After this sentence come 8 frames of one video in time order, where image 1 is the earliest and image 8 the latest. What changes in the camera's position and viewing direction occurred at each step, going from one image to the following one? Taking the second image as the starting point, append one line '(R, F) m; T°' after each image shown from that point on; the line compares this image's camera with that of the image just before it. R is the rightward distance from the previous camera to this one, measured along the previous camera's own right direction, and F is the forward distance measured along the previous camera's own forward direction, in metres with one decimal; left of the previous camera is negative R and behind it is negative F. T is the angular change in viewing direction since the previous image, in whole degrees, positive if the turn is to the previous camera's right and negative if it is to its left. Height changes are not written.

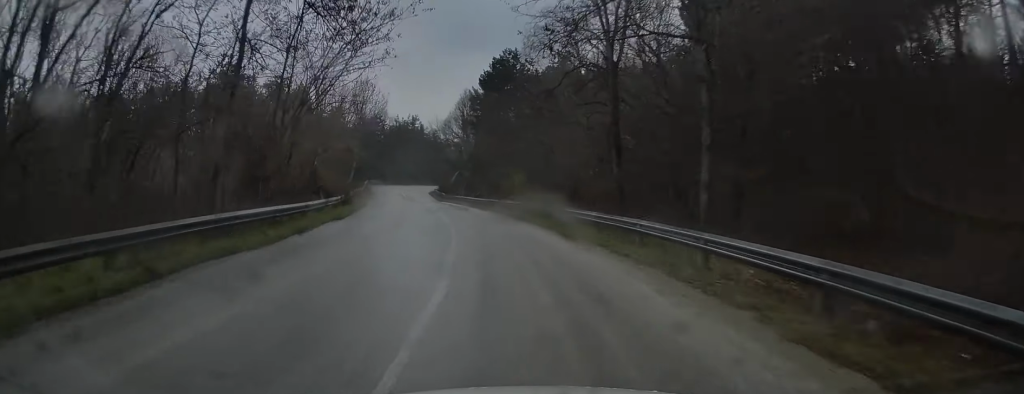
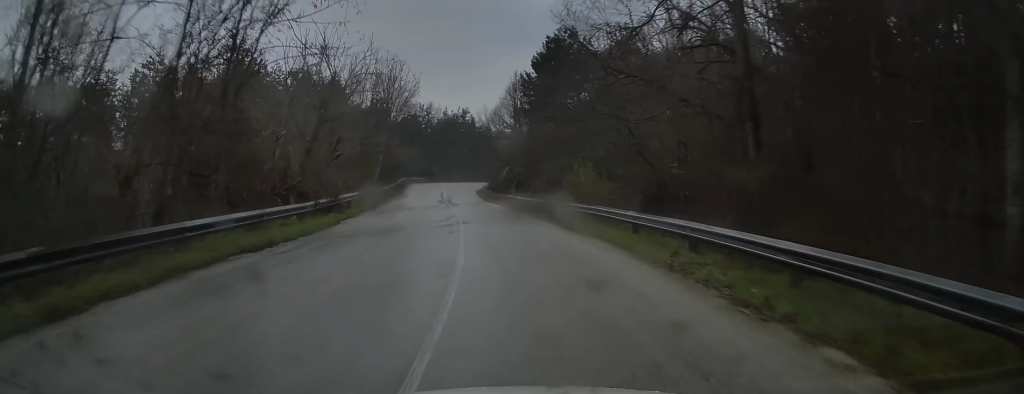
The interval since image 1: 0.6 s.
(-0.4, +9.8) m; -4°
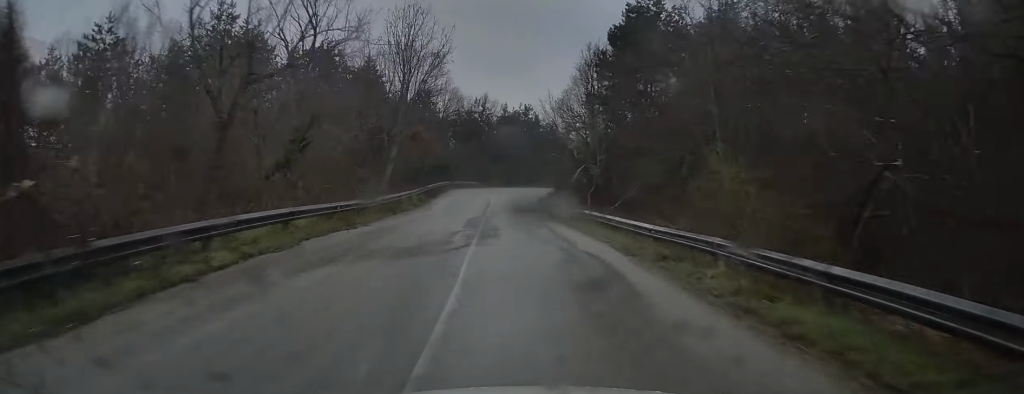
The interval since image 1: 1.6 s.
(-0.9, +15.4) m; -6°
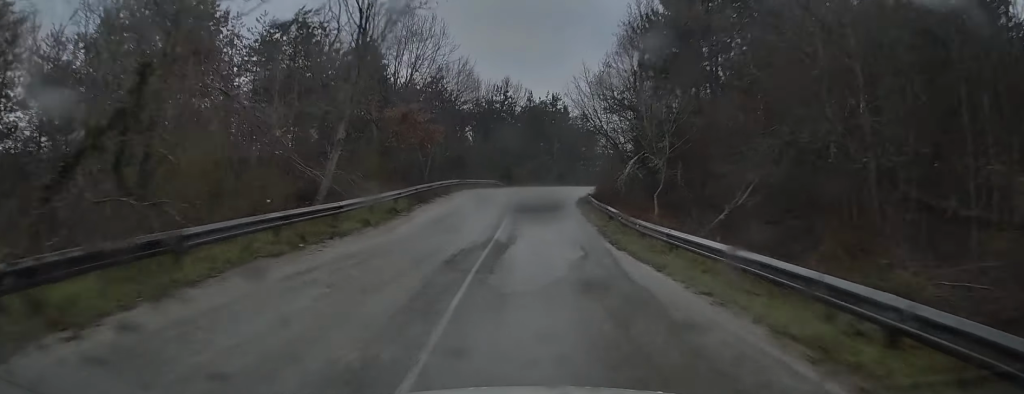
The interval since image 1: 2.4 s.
(-0.5, +13.5) m; -4°
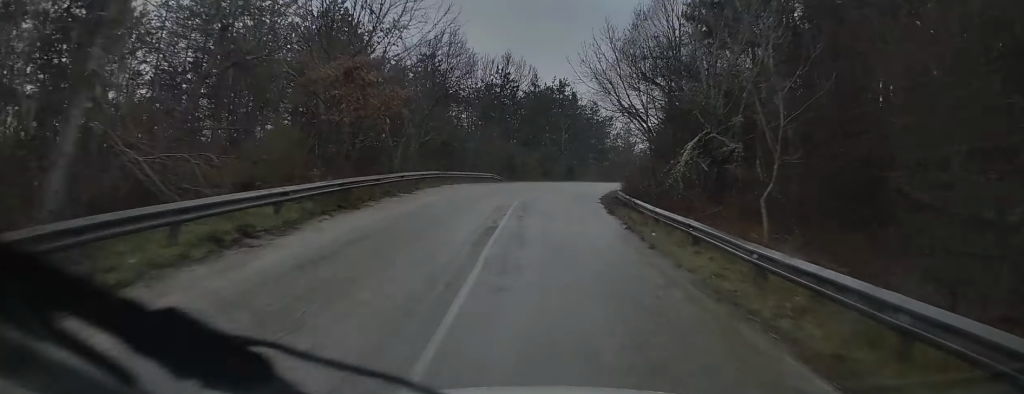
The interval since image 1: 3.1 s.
(-0.4, +12.9) m; -2°
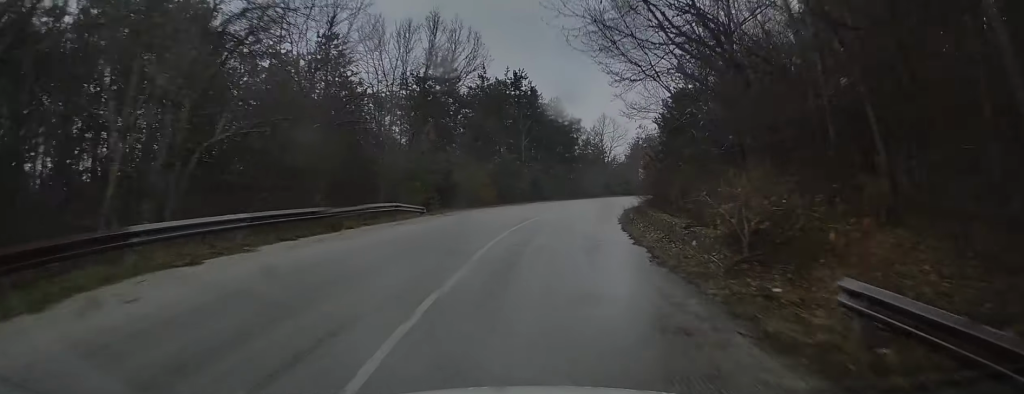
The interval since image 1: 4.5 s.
(-0.1, +23.9) m; 0°
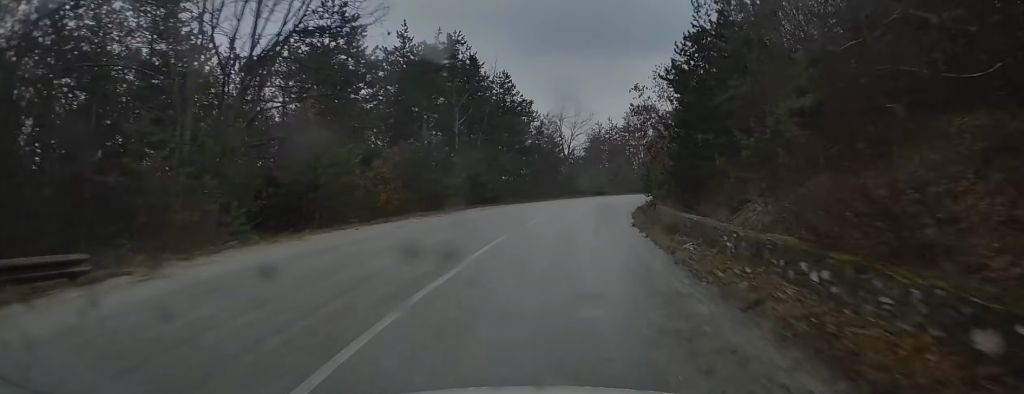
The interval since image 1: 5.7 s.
(+0.2, +20.1) m; +2°
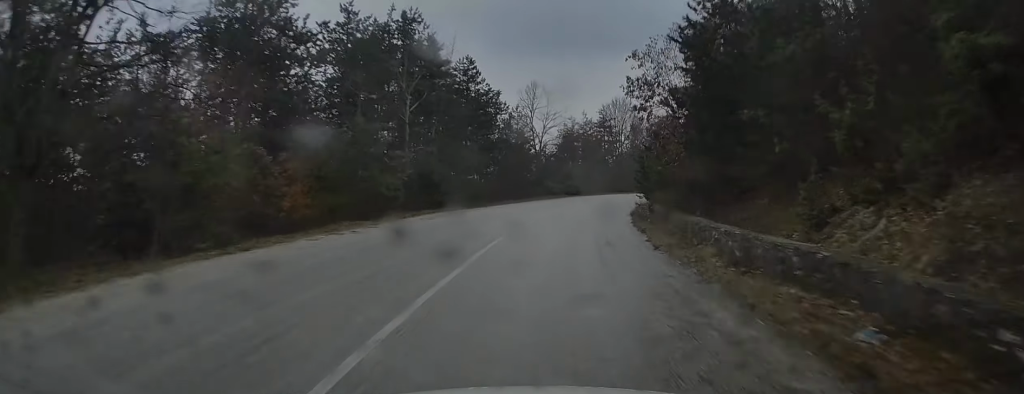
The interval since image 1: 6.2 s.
(-0.2, +8.4) m; +1°
